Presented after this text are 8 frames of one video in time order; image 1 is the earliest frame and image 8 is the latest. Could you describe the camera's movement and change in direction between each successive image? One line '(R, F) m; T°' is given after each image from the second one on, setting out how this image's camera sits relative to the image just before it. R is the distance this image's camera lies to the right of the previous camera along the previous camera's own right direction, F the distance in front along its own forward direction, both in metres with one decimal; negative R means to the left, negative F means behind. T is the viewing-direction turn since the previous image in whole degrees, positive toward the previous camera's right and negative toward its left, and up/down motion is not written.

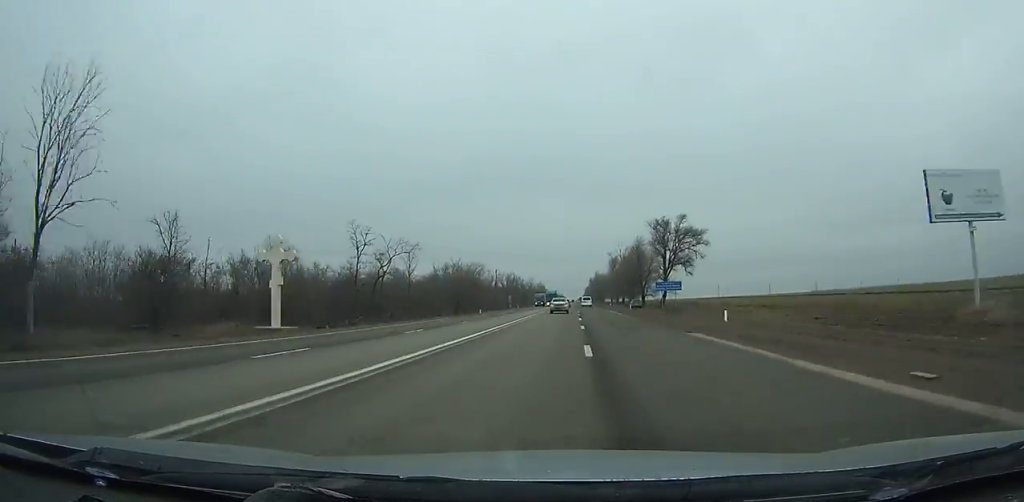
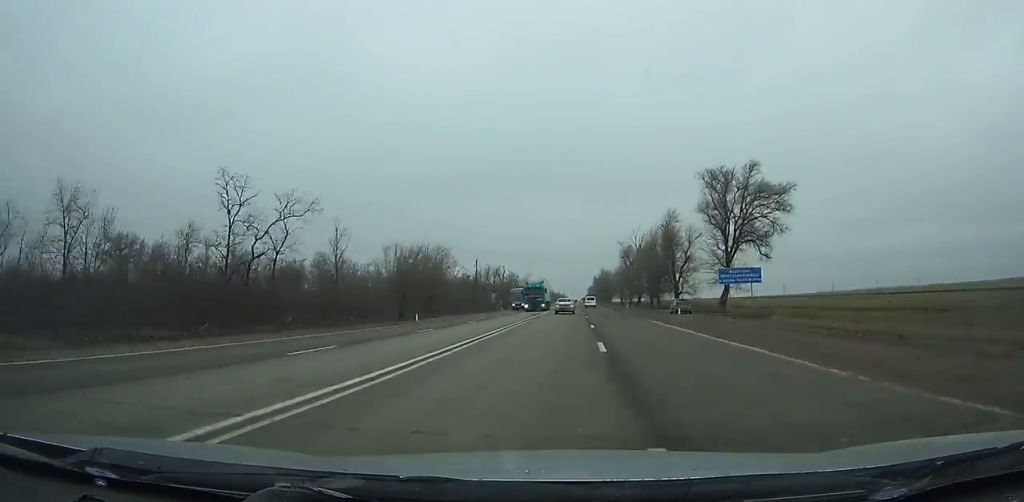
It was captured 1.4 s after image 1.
(0.0, +34.7) m; 0°
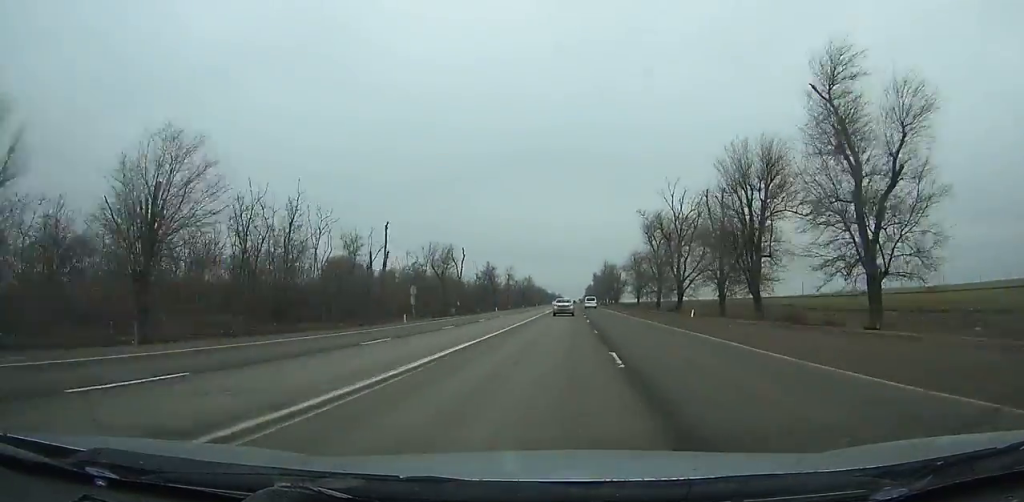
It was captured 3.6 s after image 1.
(-0.1, +54.3) m; 0°
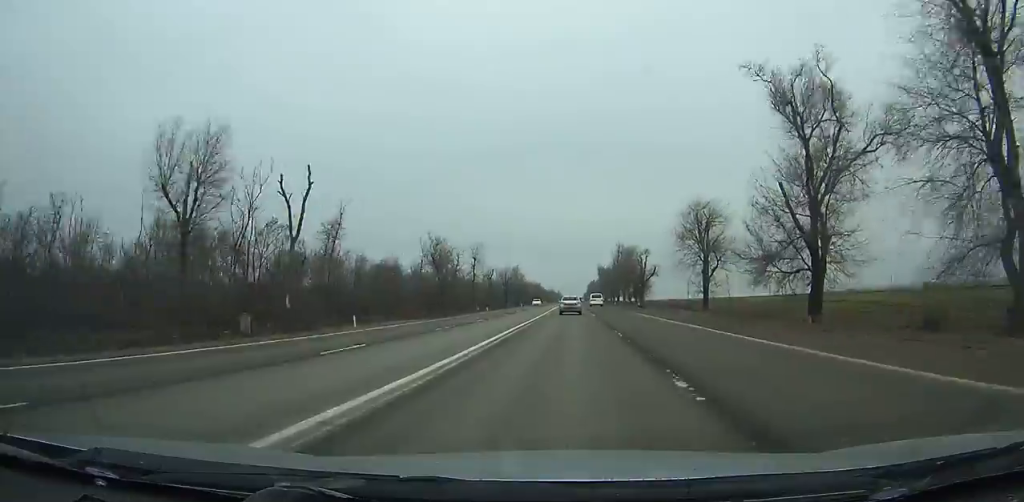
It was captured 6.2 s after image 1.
(+0.4, +63.8) m; 0°
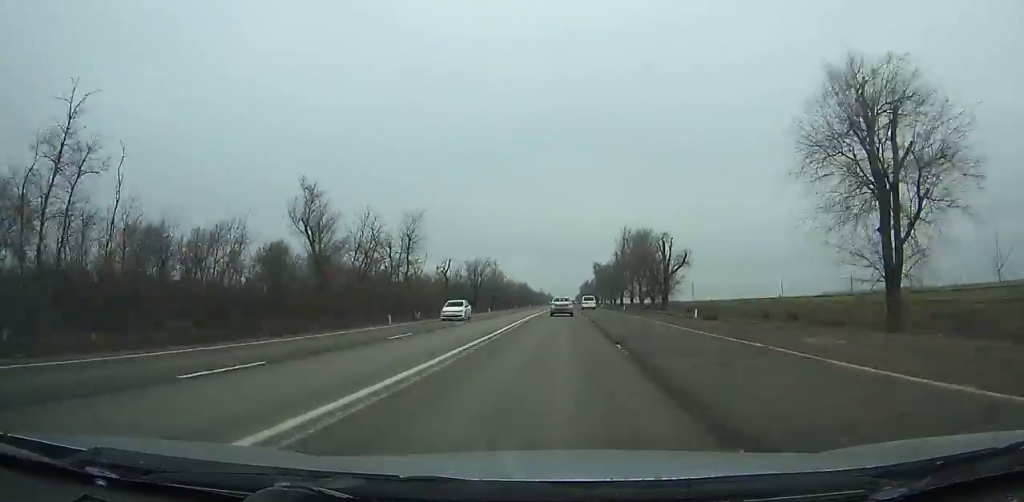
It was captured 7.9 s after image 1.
(+0.1, +41.6) m; 0°
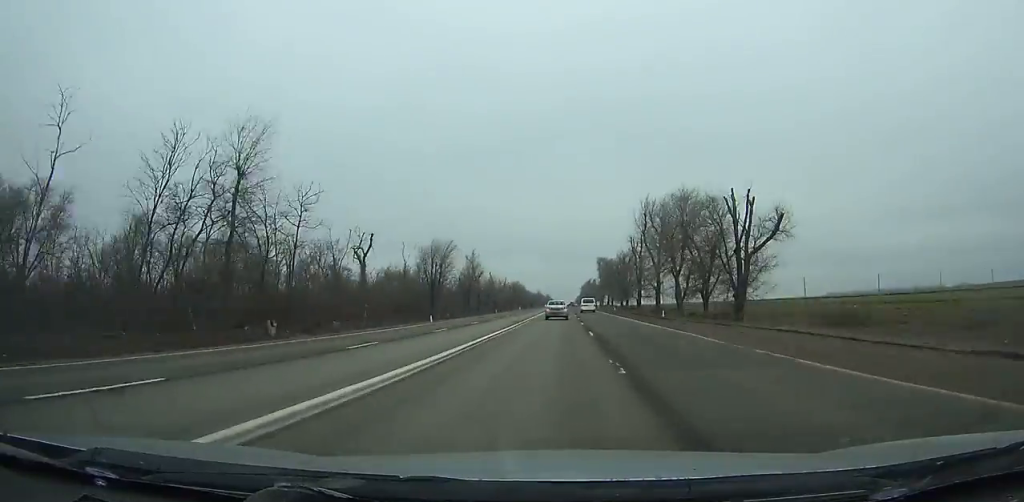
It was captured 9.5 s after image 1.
(+0.2, +39.1) m; 0°
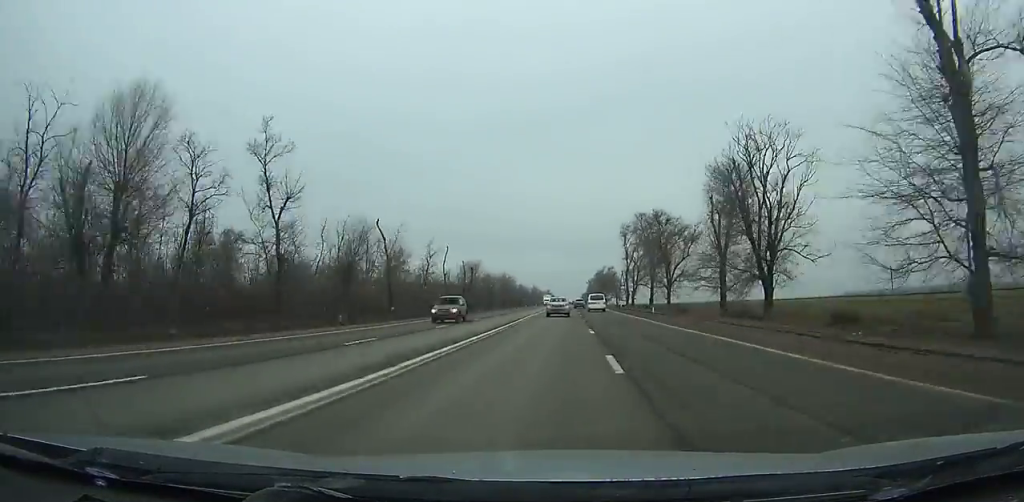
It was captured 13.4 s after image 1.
(-0.3, +94.9) m; 0°
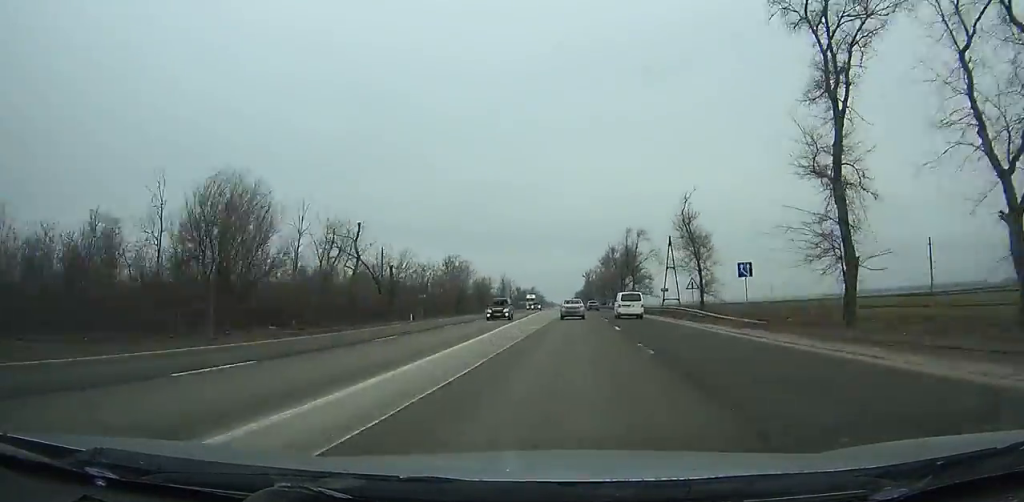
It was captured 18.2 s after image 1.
(+1.5, +115.7) m; +1°
